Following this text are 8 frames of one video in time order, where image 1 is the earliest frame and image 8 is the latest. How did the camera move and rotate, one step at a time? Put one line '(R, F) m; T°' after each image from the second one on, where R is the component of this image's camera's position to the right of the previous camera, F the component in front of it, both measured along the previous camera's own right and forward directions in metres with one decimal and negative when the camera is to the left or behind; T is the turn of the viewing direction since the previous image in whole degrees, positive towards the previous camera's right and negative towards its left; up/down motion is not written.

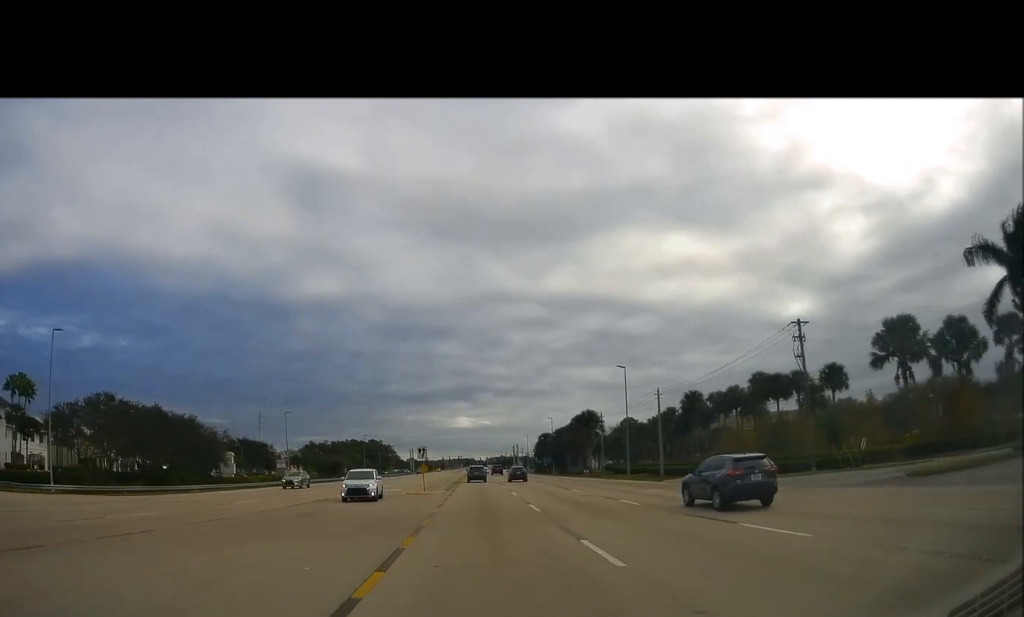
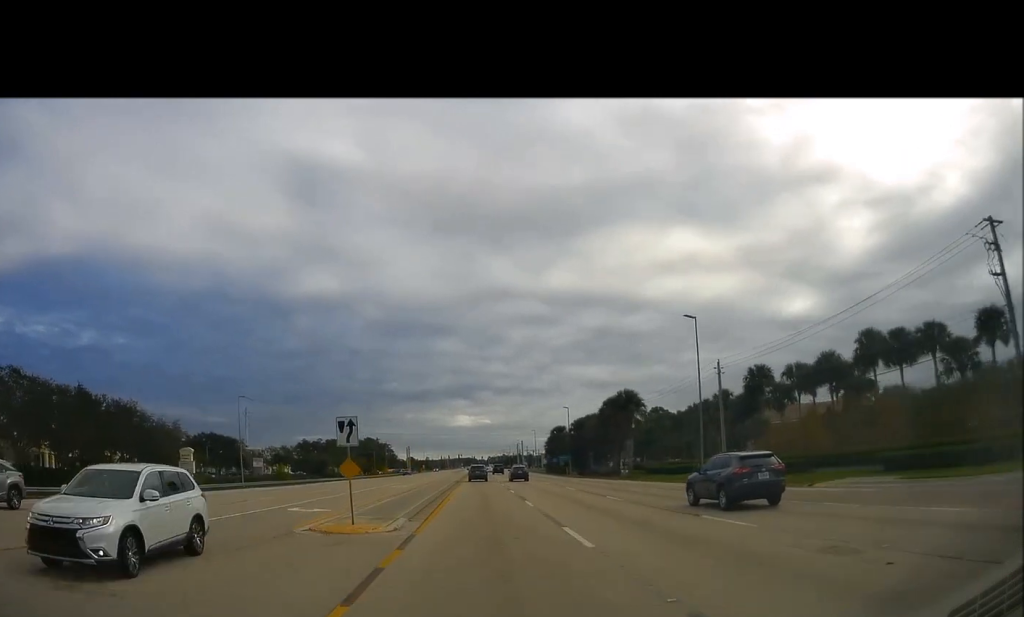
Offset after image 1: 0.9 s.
(0.0, +22.3) m; +1°
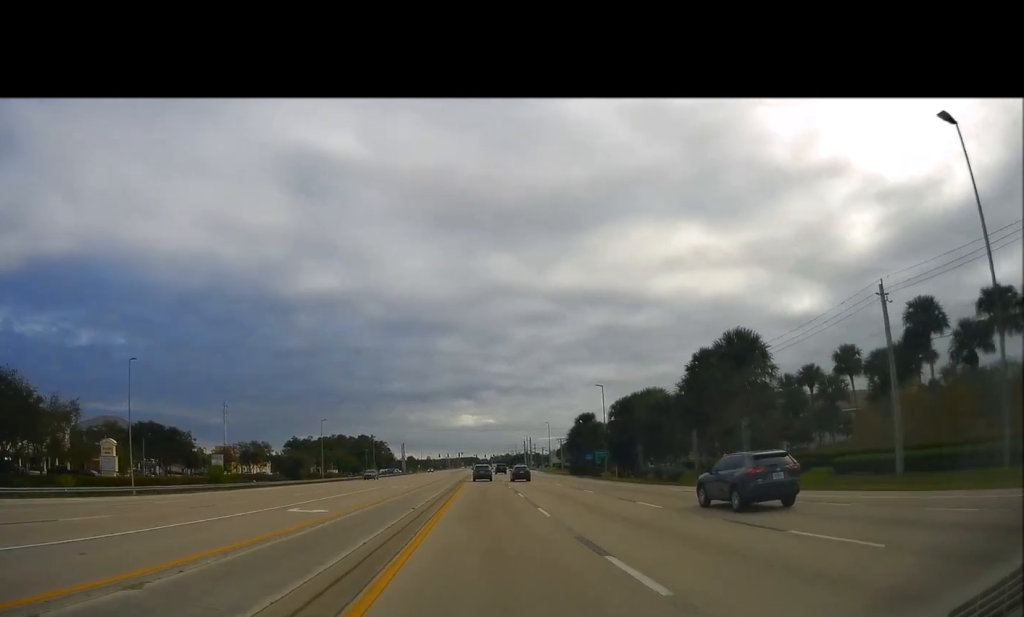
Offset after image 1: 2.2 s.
(+0.4, +29.5) m; +1°
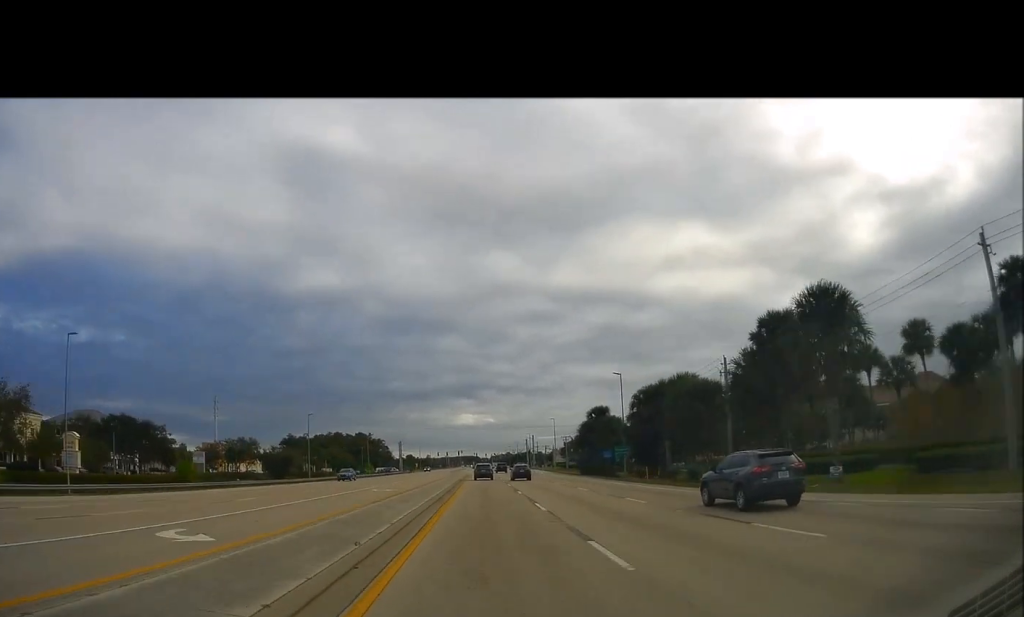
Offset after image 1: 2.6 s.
(0.0, +10.4) m; 0°
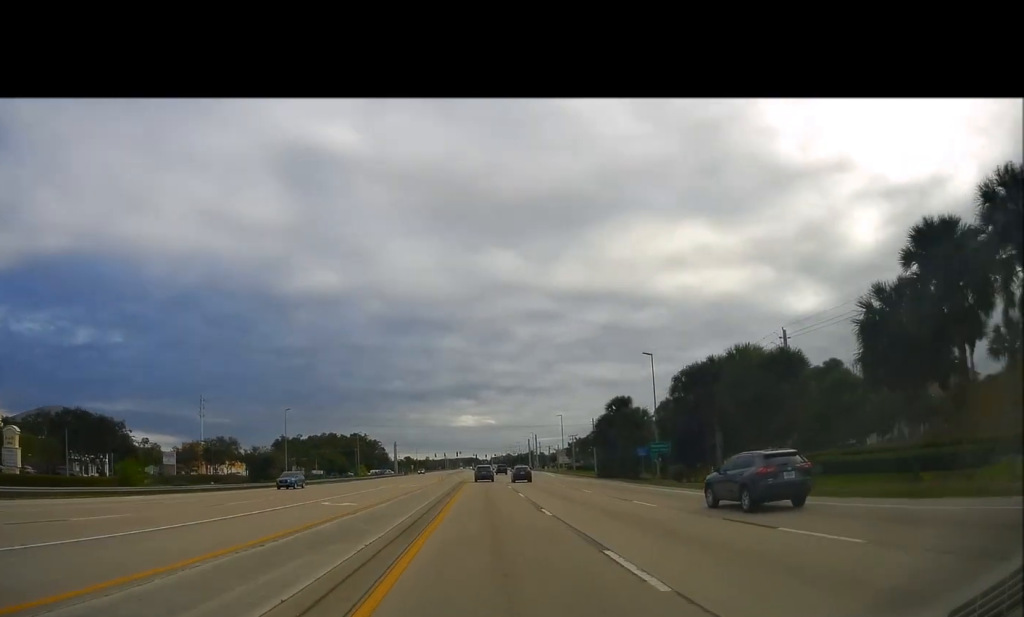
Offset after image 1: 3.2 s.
(0.0, +13.6) m; -1°
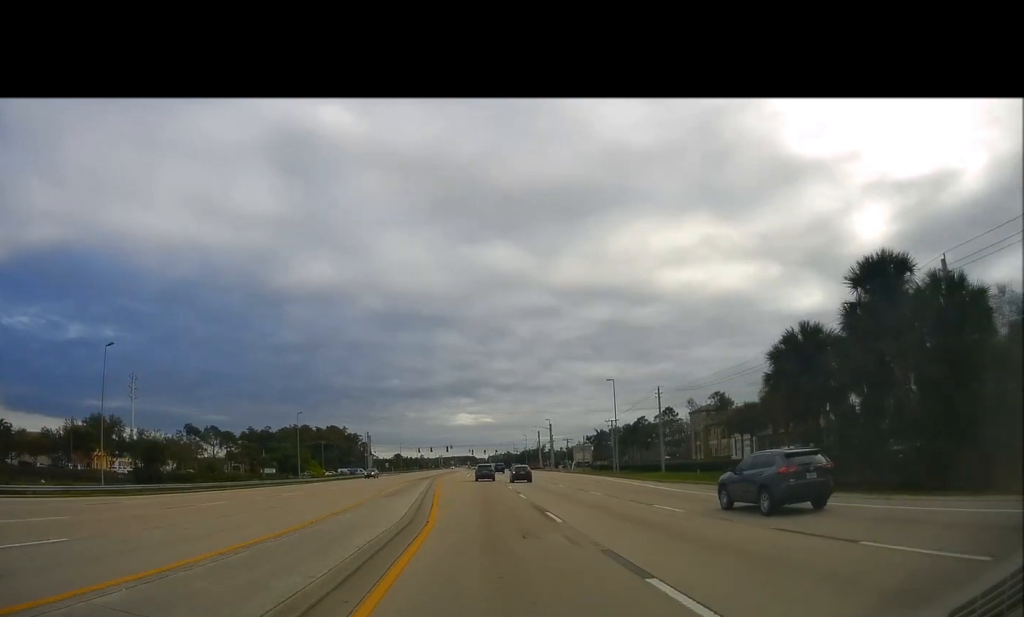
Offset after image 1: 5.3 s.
(-1.3, +51.9) m; -1°
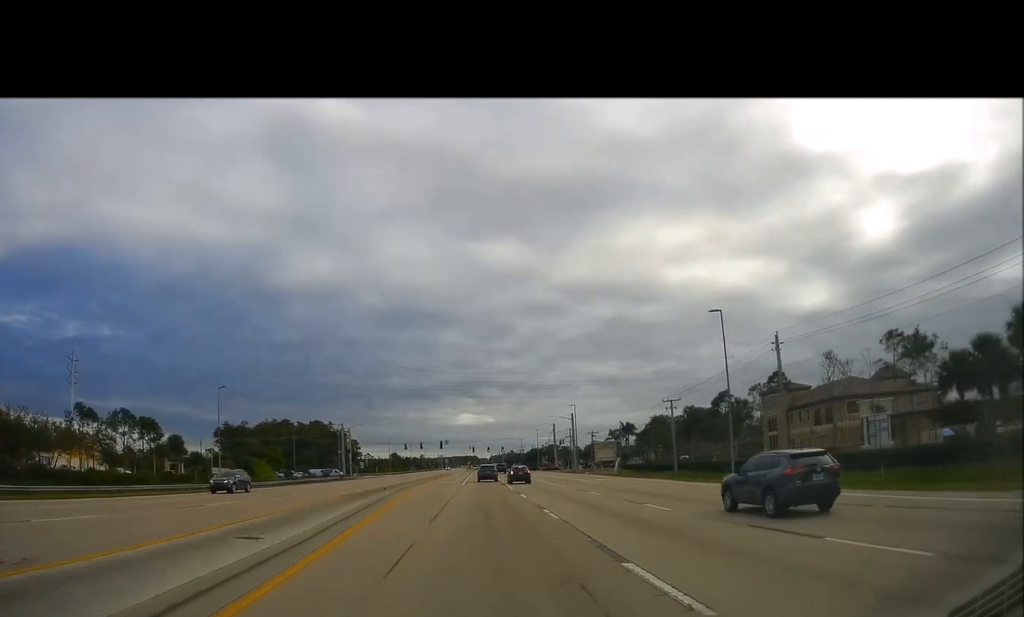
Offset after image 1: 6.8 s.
(+0.8, +36.1) m; +2°
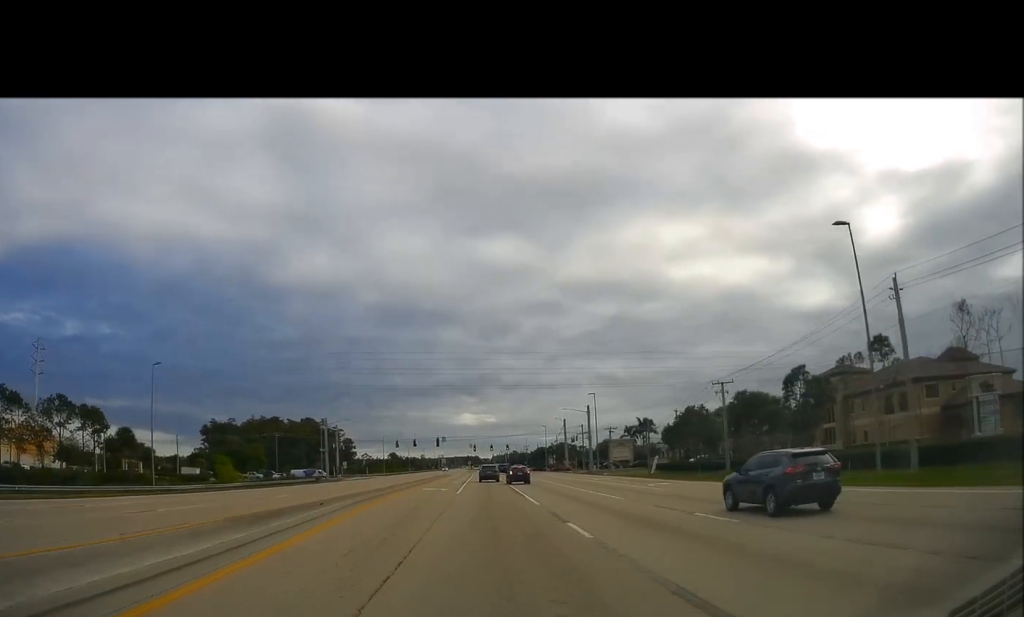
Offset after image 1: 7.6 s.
(0.0, +17.6) m; 0°
